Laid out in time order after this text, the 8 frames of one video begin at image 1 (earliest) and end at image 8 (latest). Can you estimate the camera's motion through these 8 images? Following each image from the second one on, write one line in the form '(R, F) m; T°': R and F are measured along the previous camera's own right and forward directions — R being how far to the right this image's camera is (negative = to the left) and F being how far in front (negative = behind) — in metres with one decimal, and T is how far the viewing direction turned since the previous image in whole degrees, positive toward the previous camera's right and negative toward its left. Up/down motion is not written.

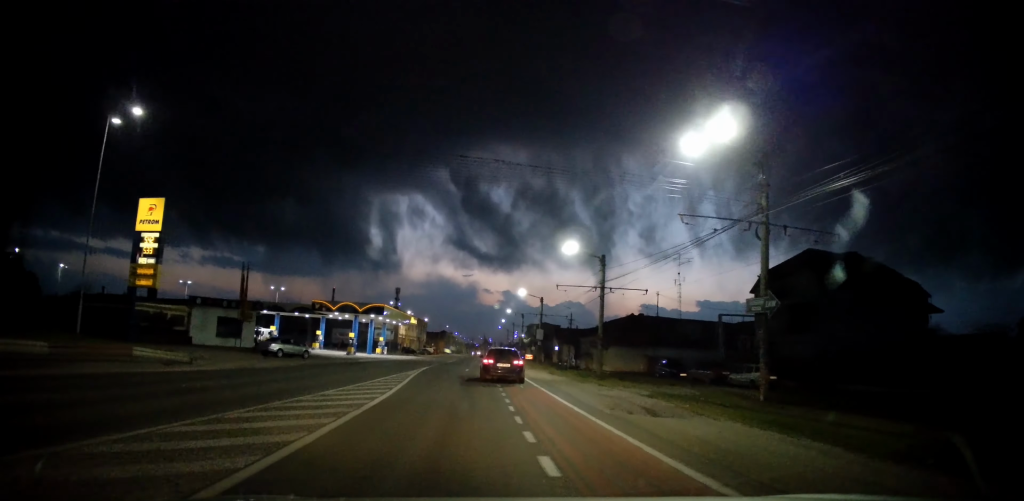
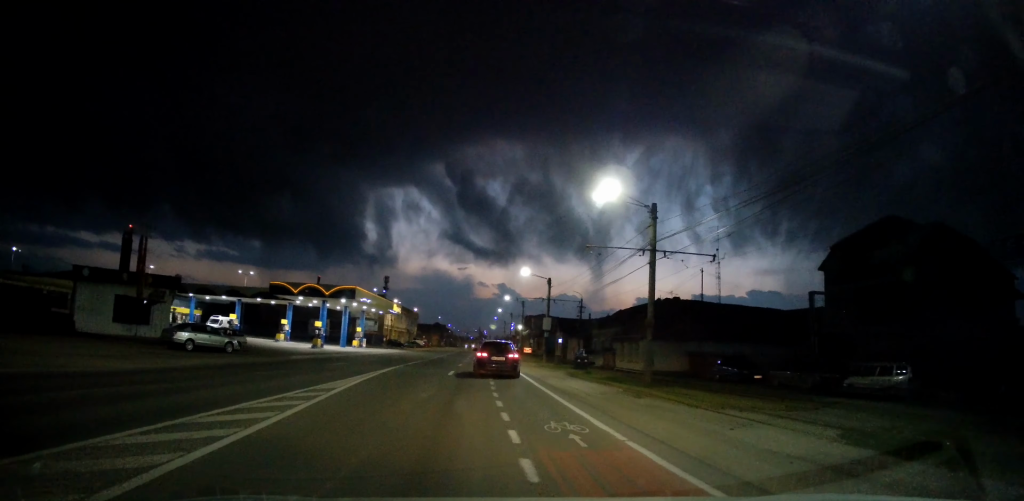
(-0.6, +11.9) m; -1°
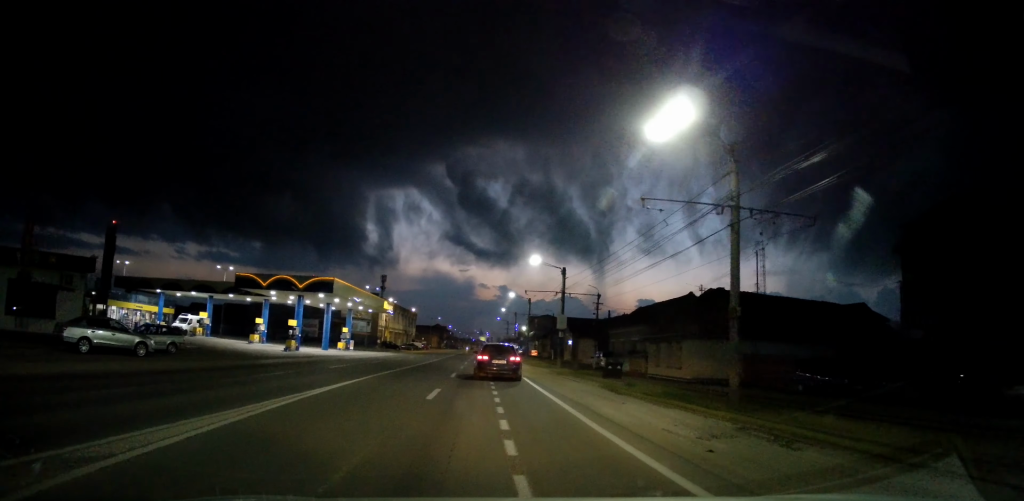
(+0.3, +8.3) m; +2°
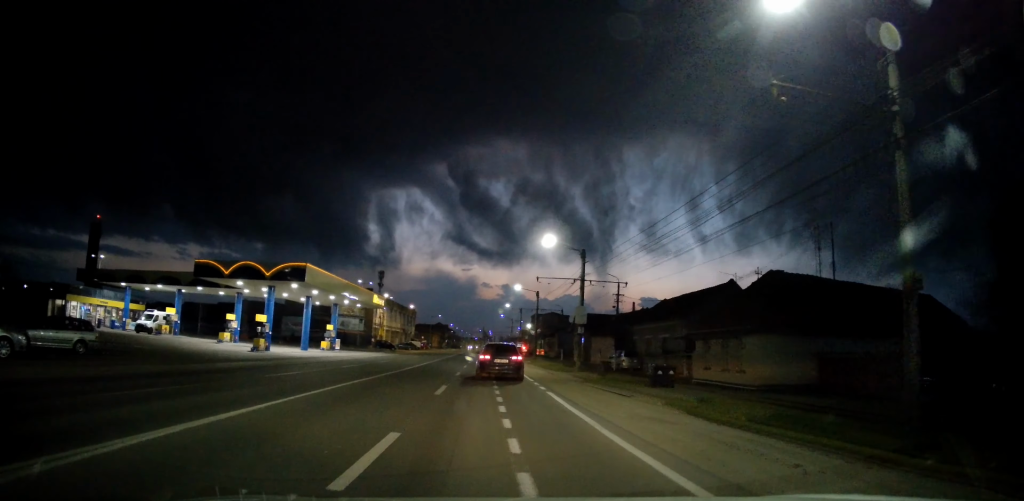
(+0.1, +7.8) m; 0°
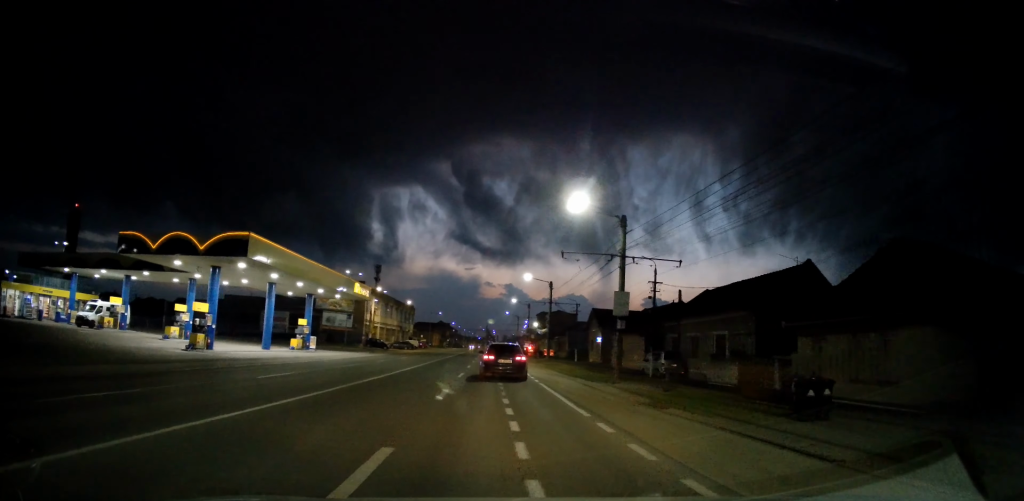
(0.0, +10.1) m; 0°
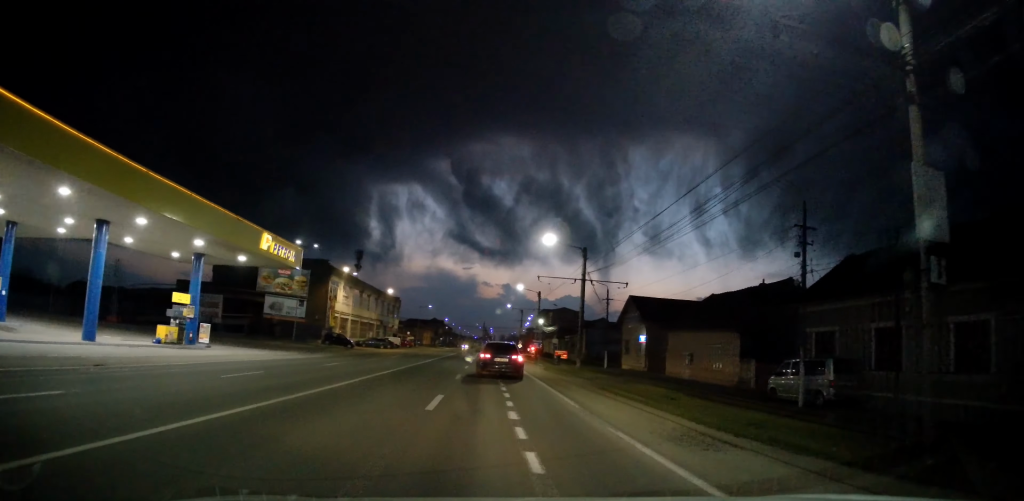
(0.0, +20.4) m; -1°
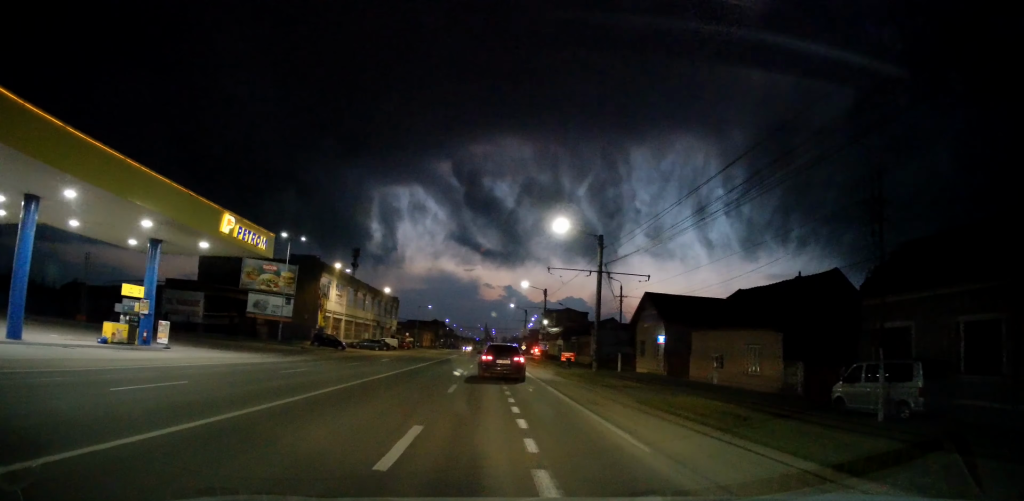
(0.0, +4.8) m; 0°
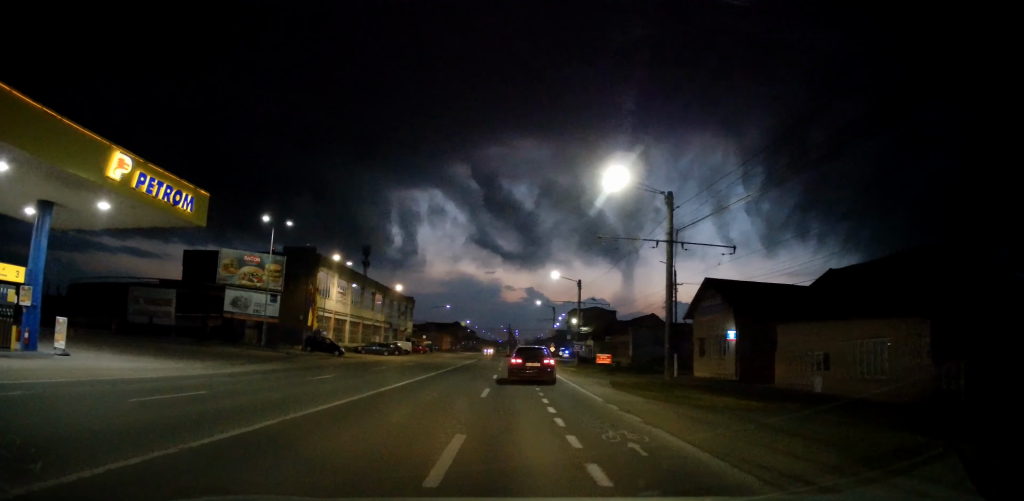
(0.0, +9.4) m; -1°
